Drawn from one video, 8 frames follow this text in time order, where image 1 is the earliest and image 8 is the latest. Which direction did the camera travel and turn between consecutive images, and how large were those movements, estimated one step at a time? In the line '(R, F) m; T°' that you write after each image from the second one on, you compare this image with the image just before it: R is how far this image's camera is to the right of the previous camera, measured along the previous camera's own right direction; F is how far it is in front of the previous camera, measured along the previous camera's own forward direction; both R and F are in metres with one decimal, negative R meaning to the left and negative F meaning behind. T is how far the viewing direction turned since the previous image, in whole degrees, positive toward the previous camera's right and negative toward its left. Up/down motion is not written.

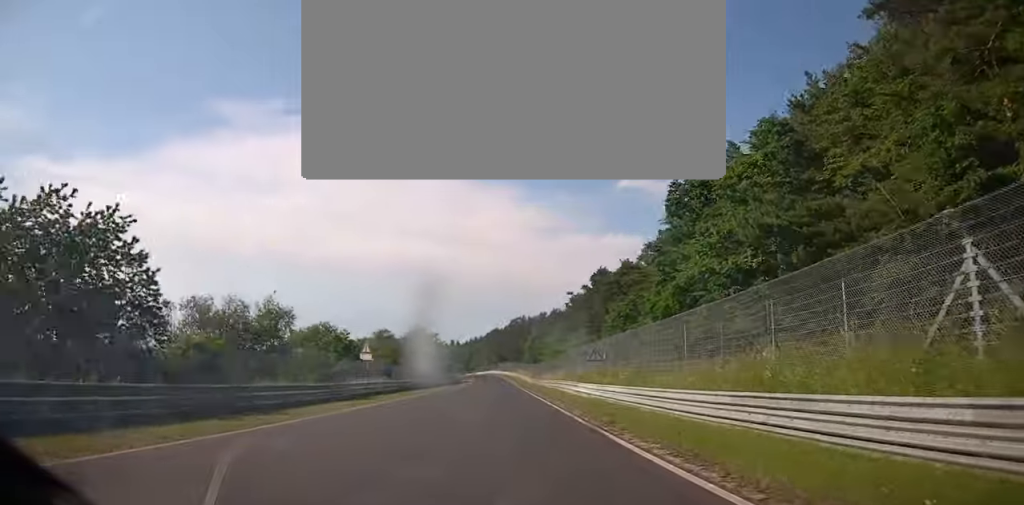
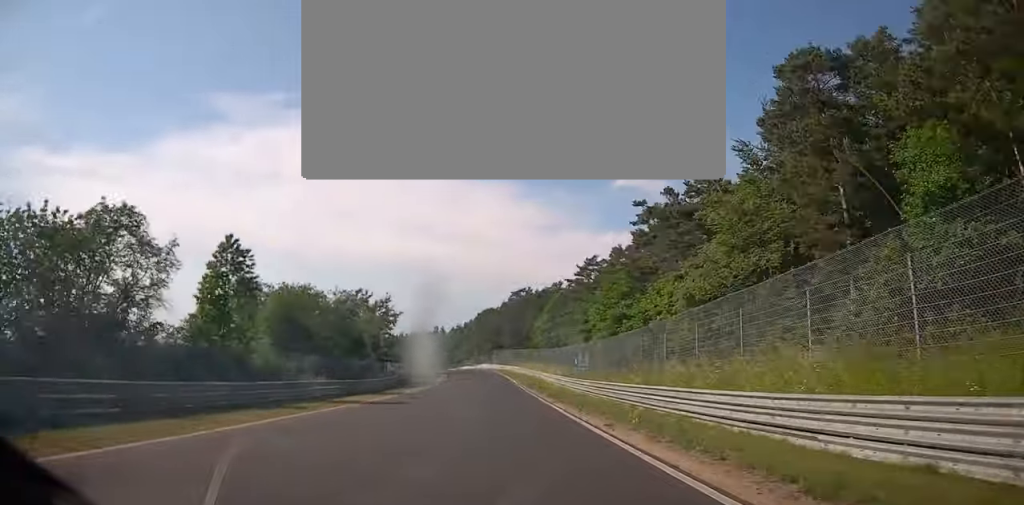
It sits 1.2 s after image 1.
(+0.3, +60.1) m; -1°
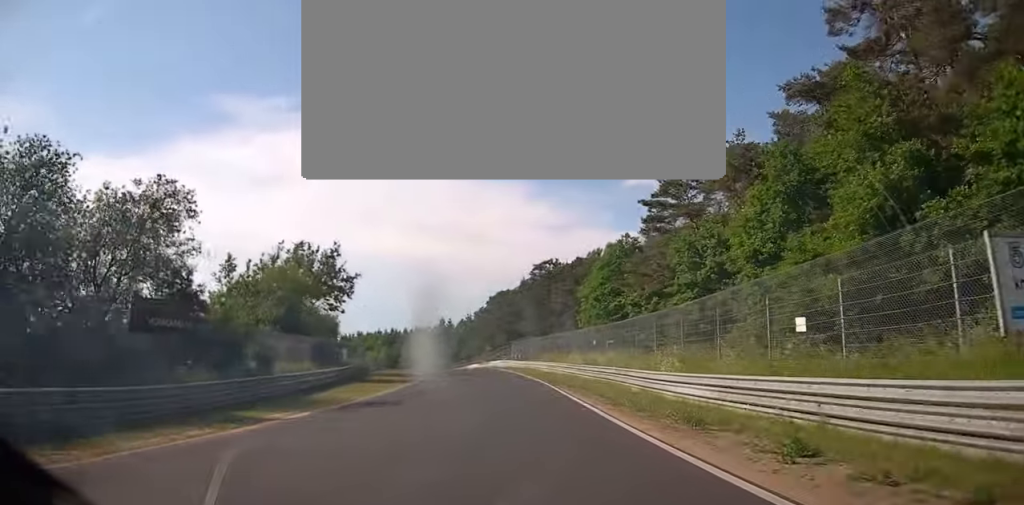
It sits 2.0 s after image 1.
(+0.4, +35.3) m; -3°
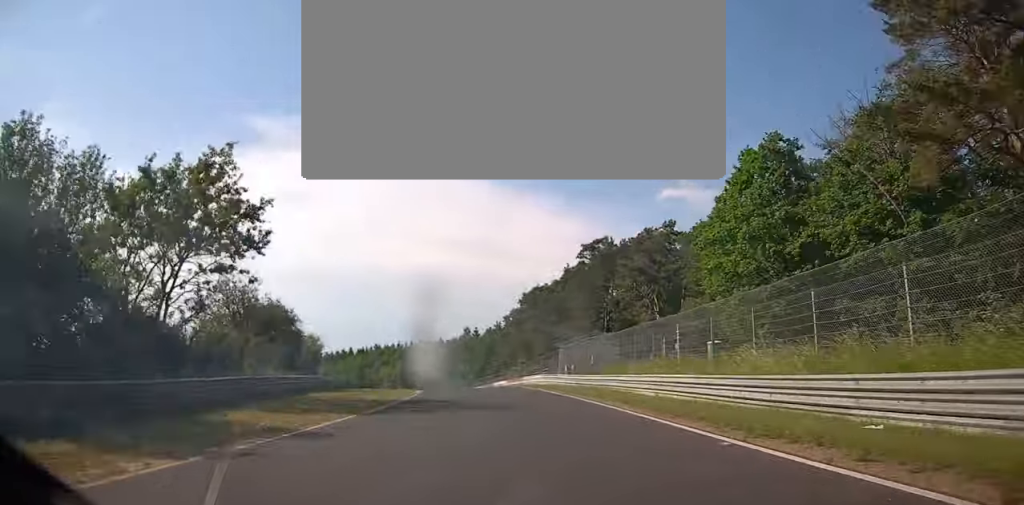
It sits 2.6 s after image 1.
(-1.5, +27.9) m; -5°
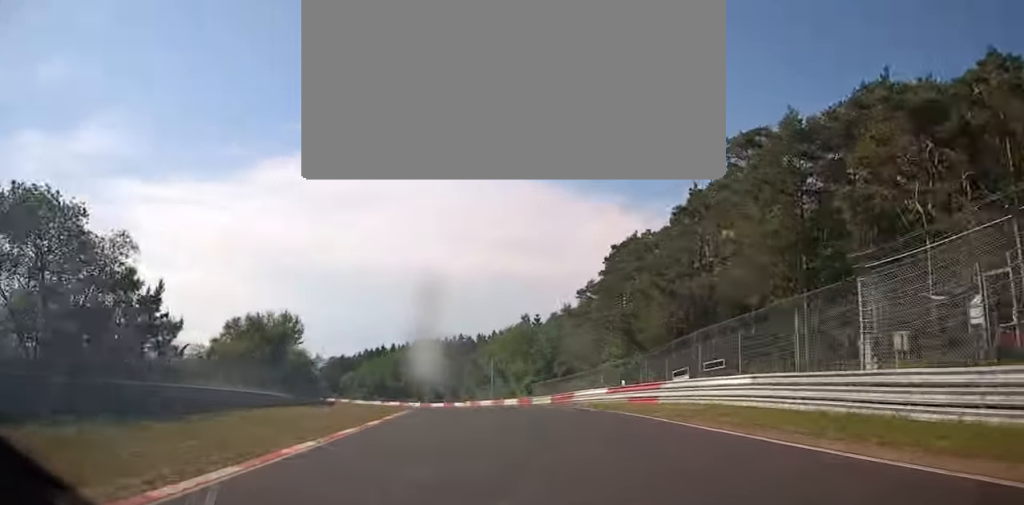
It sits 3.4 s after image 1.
(-2.0, +36.6) m; -7°
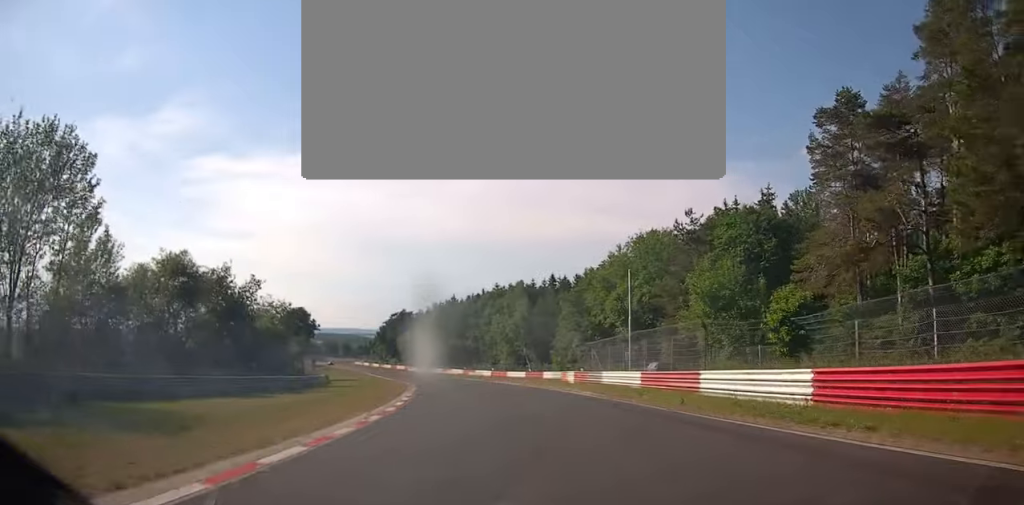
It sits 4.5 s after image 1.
(-4.4, +49.3) m; -10°
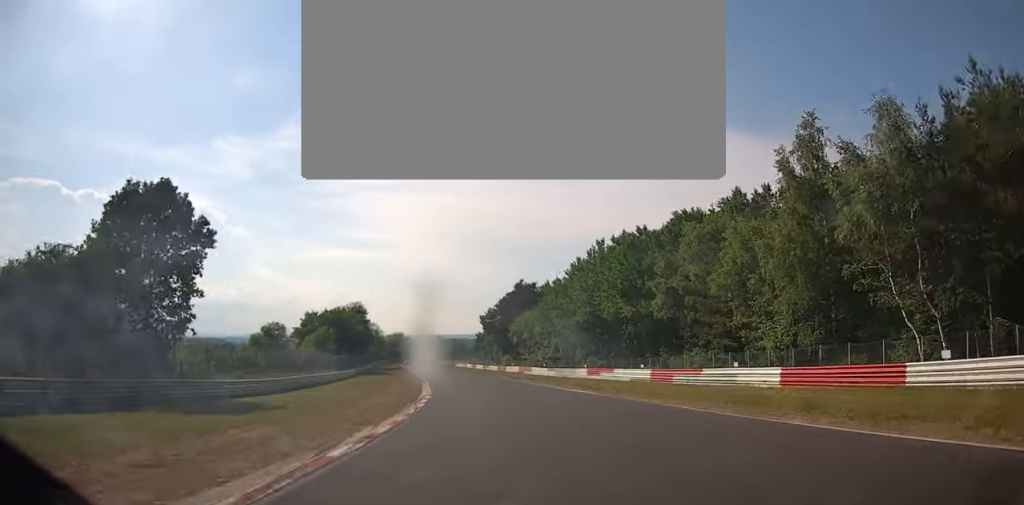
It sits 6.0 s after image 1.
(-6.6, +67.2) m; -13°
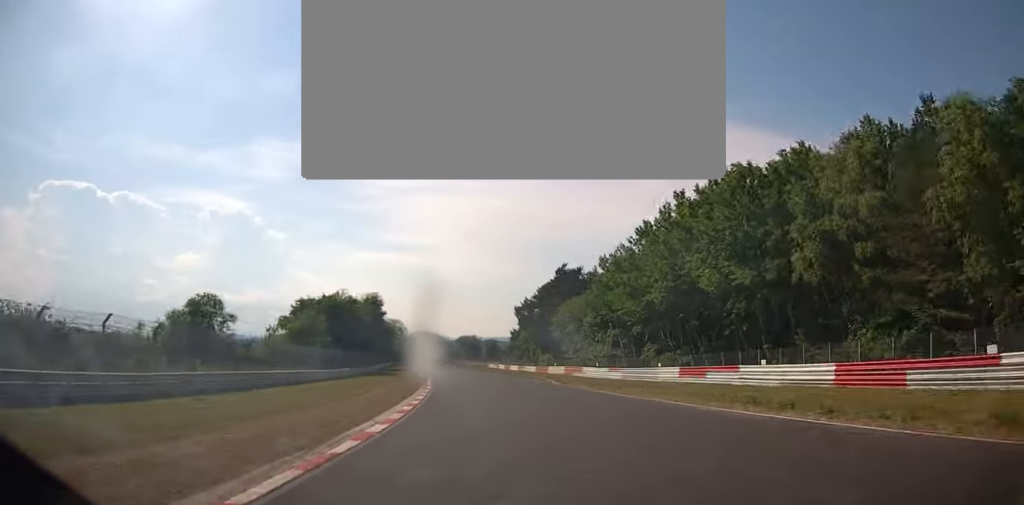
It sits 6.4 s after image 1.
(-1.6, +19.7) m; -3°
